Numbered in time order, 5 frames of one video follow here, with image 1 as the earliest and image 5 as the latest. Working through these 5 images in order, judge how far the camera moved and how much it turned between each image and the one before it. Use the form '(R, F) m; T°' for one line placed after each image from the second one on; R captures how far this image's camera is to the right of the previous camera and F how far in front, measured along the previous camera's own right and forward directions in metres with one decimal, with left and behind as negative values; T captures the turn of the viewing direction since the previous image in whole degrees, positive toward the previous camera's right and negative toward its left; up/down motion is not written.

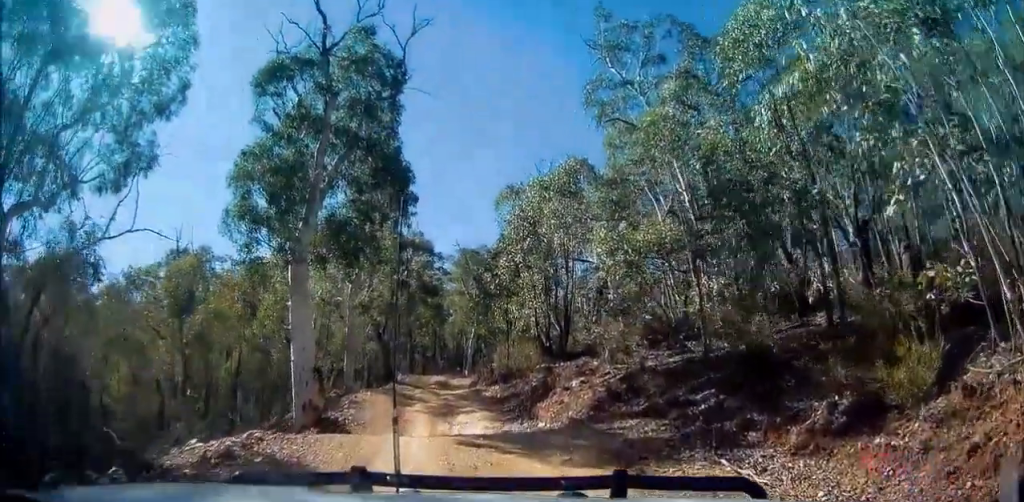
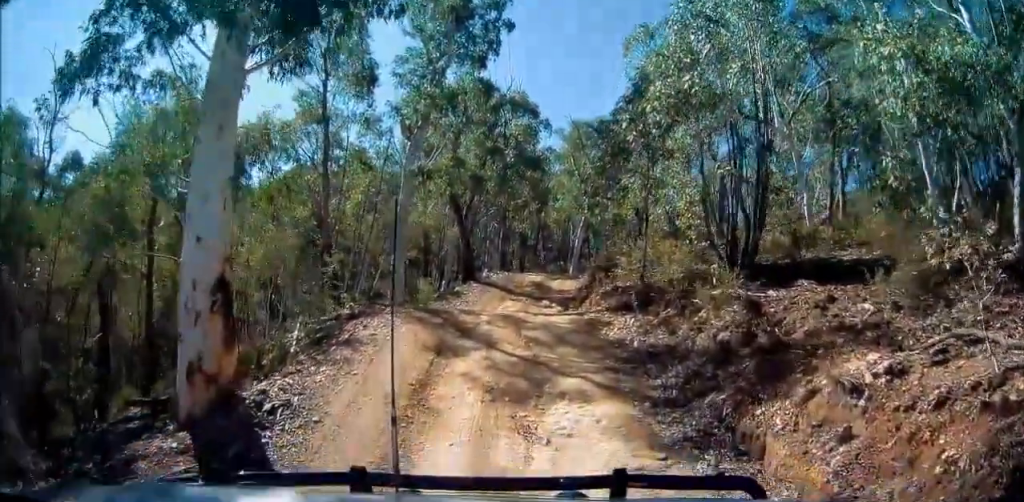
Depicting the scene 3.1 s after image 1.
(-1.2, +9.2) m; -12°
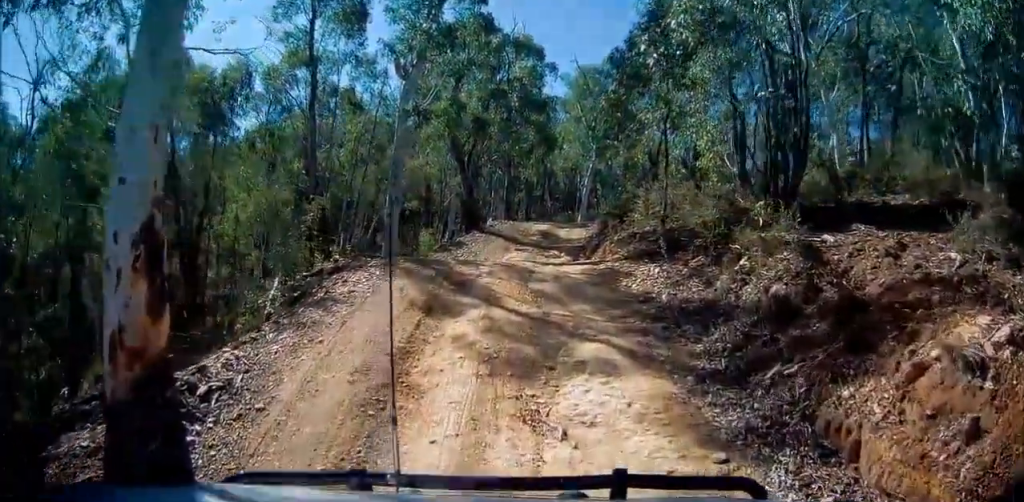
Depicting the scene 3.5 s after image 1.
(-0.2, +1.5) m; 0°
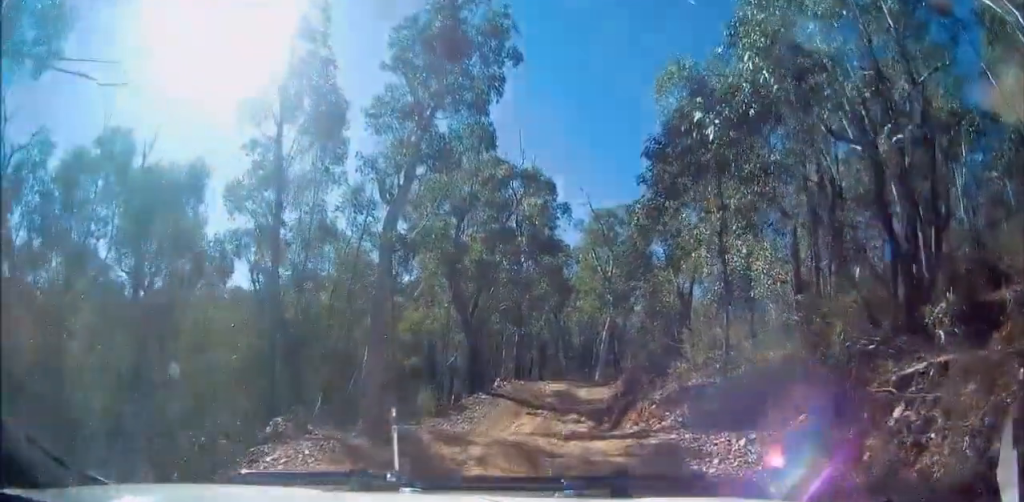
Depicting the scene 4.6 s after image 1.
(+0.2, +3.4) m; +3°
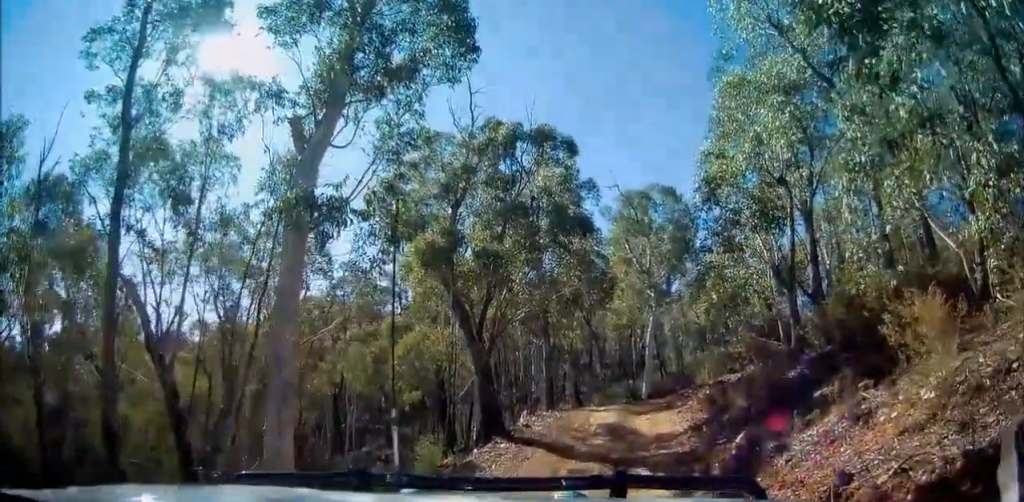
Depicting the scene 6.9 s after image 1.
(+0.6, +6.3) m; +4°
